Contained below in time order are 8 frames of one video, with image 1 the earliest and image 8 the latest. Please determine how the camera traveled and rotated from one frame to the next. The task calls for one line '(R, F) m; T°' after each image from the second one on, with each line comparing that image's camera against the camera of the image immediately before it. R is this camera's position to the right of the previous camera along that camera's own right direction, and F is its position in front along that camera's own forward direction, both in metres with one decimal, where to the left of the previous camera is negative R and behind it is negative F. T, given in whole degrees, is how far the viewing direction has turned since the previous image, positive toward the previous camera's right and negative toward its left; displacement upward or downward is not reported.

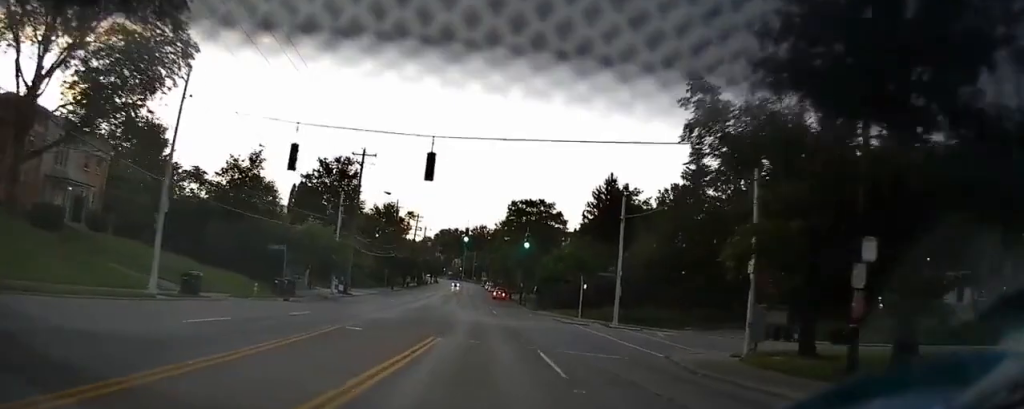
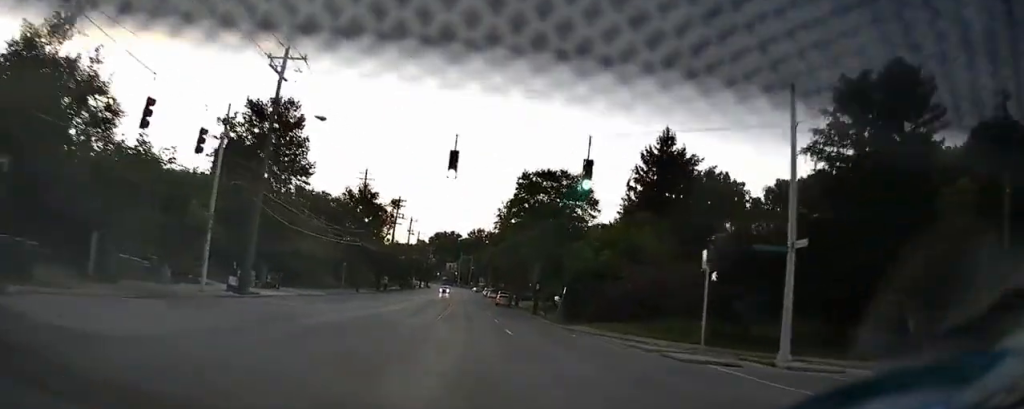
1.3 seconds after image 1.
(+0.1, +26.9) m; 0°
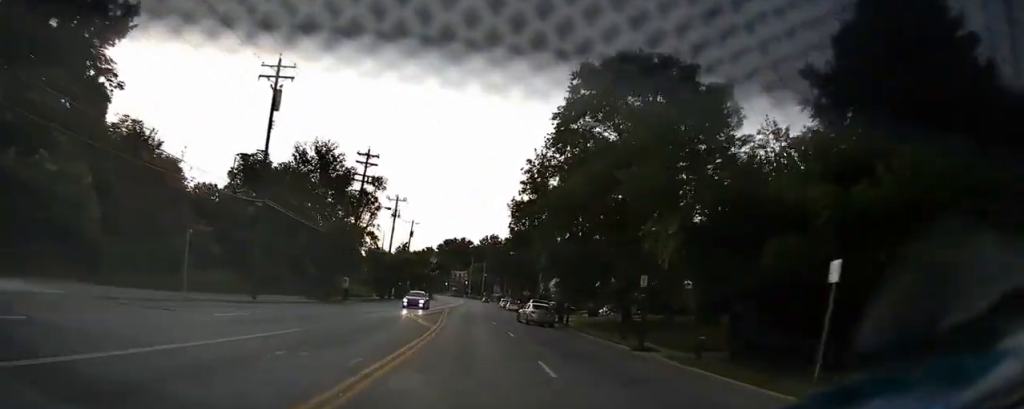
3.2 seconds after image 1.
(-0.3, +36.7) m; 0°
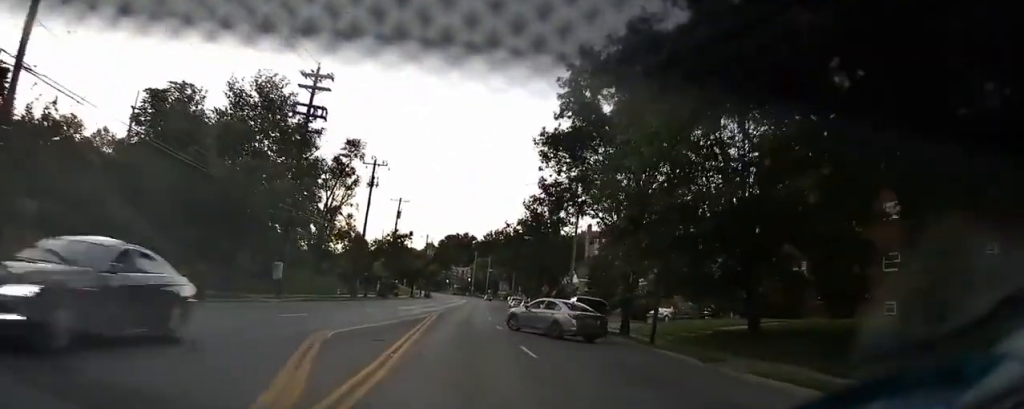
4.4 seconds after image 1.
(+0.3, +22.9) m; 0°
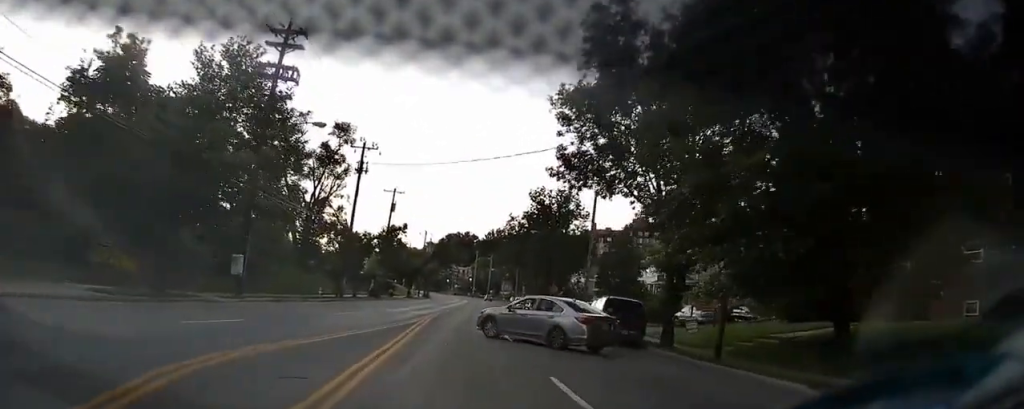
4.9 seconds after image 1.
(0.0, +8.0) m; -1°
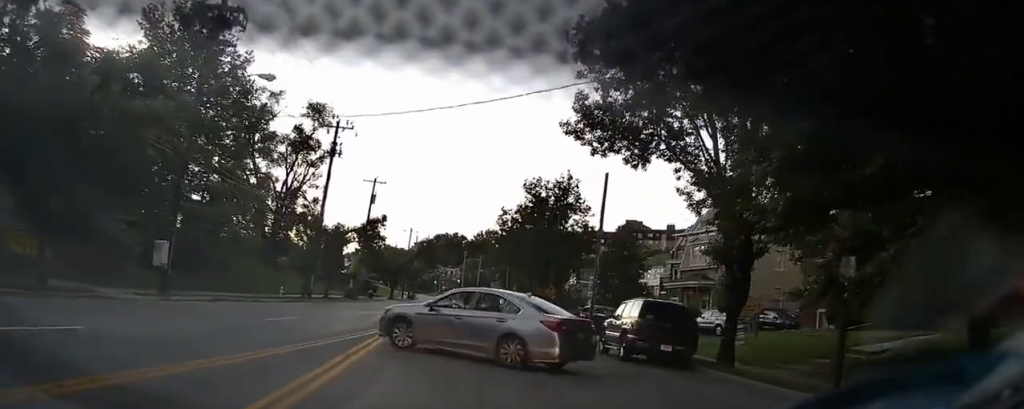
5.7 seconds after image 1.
(-0.1, +9.4) m; -2°
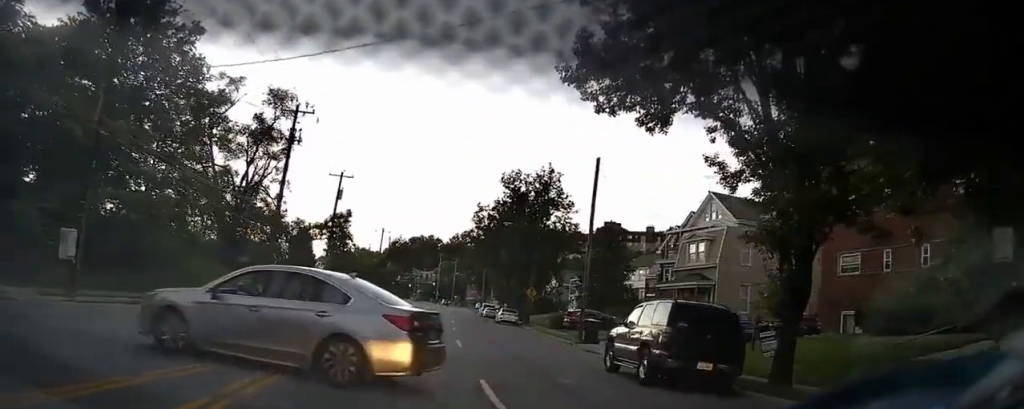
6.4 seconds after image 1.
(-0.3, +5.7) m; -1°
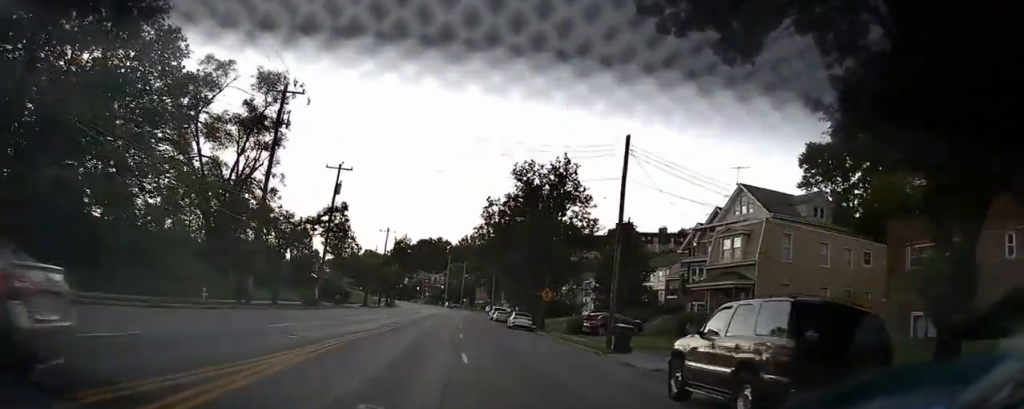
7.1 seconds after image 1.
(+0.1, +4.8) m; -1°
